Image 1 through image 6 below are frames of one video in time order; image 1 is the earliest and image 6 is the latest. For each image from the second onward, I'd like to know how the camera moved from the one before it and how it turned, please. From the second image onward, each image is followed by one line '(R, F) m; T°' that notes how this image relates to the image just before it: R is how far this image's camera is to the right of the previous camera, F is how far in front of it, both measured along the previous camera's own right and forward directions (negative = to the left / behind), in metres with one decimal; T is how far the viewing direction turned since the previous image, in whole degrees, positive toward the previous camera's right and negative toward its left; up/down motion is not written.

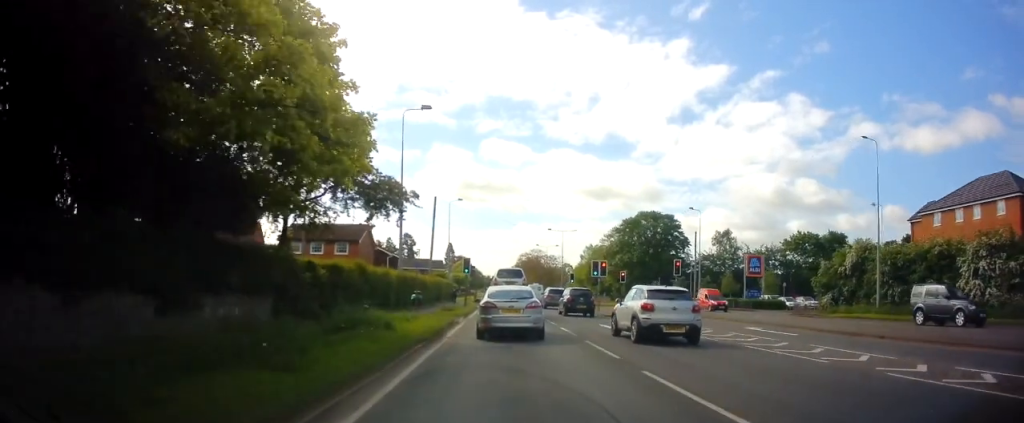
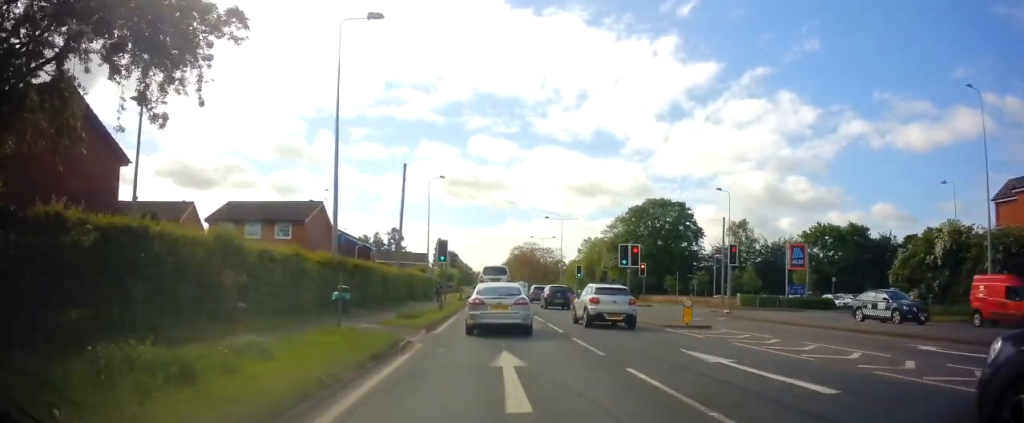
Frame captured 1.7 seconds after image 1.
(-0.1, +11.9) m; 0°
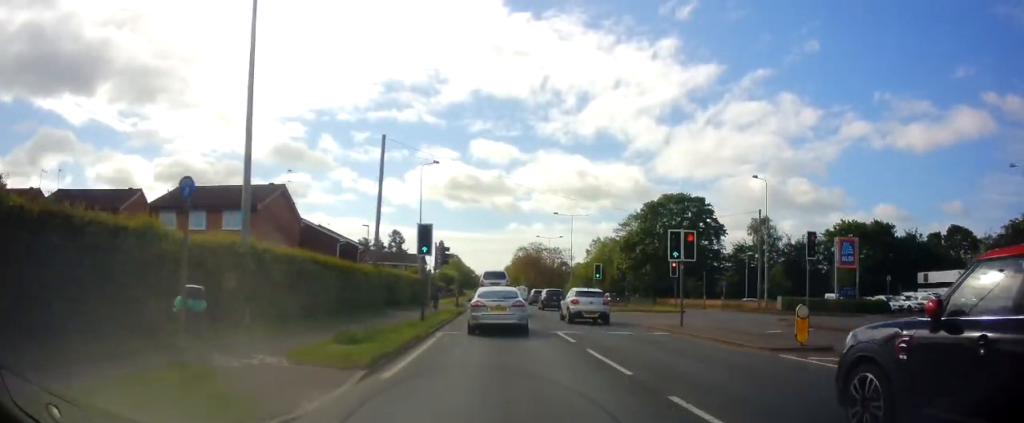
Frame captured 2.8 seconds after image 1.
(-0.1, +8.2) m; -2°
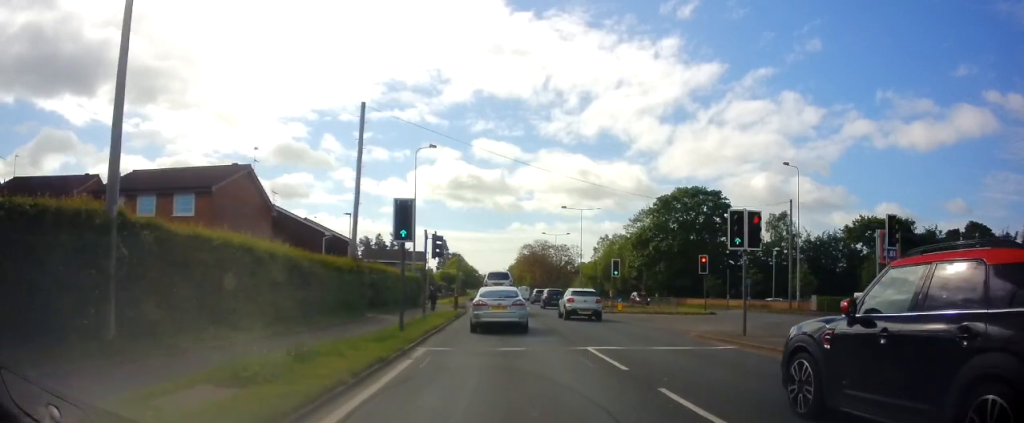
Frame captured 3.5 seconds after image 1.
(0.0, +5.3) m; -1°
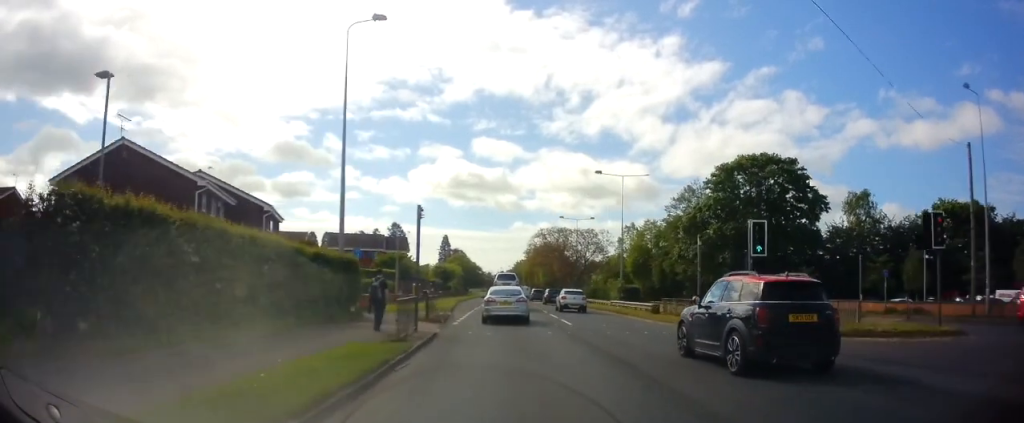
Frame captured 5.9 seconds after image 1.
(0.0, +21.3) m; 0°
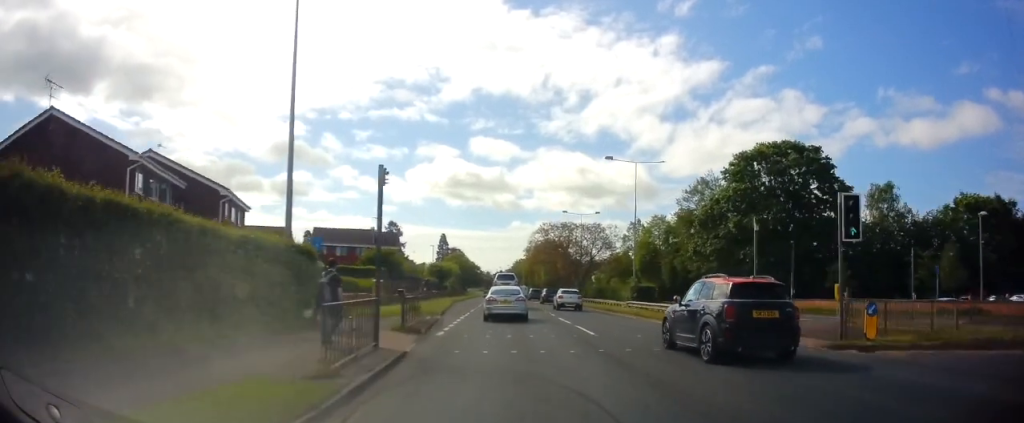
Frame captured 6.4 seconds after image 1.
(0.0, +5.6) m; 0°
